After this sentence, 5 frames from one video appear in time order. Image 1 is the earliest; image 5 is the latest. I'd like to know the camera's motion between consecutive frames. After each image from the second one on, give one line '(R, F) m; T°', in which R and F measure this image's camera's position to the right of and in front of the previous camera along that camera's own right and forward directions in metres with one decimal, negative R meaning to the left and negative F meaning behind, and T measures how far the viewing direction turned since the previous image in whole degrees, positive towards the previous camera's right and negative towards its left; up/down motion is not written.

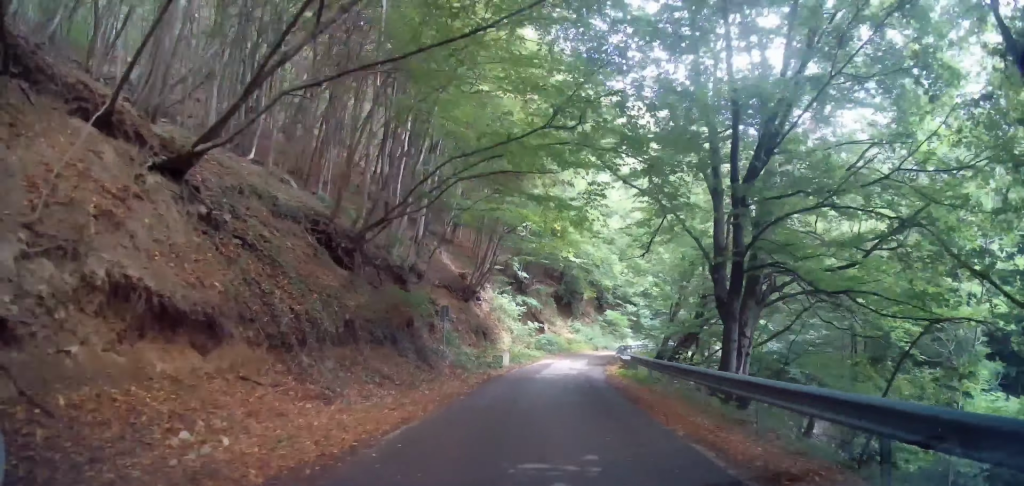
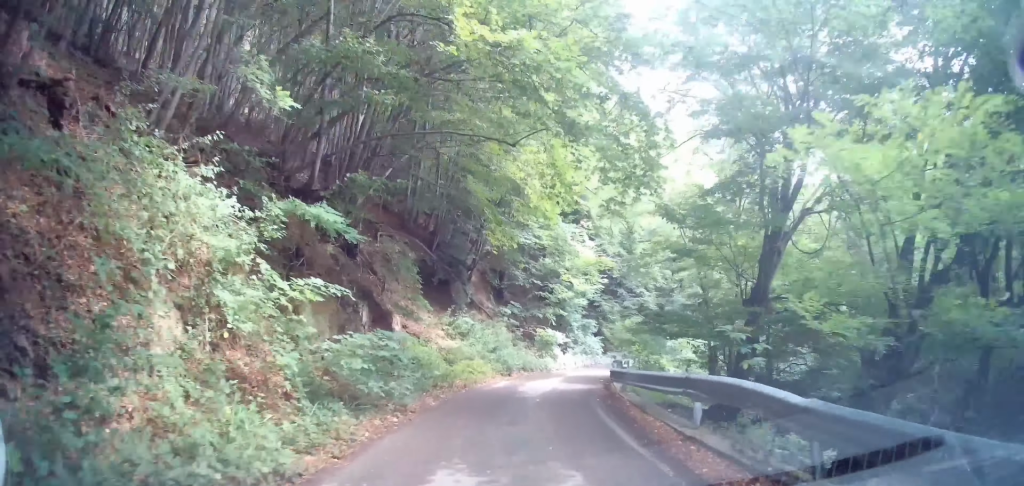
(+2.9, +21.0) m; +13°
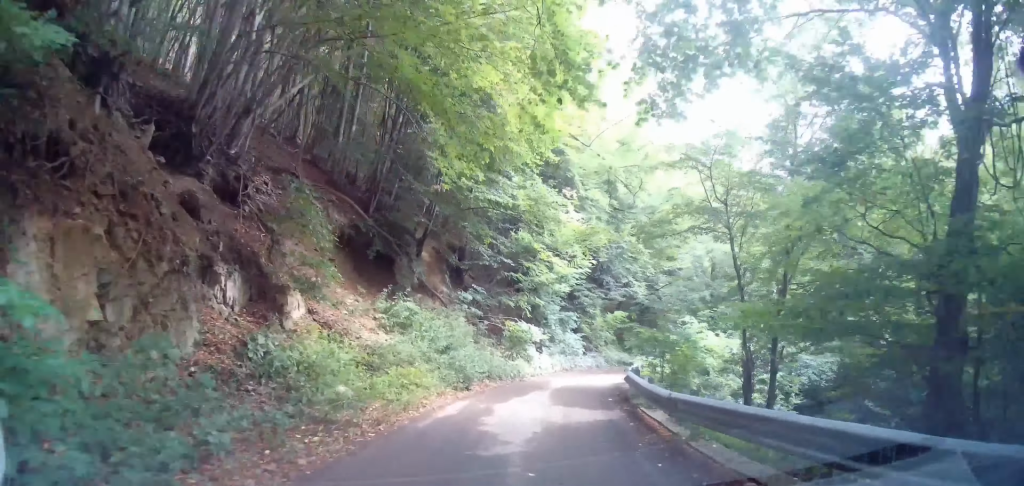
(+0.2, +6.4) m; +1°
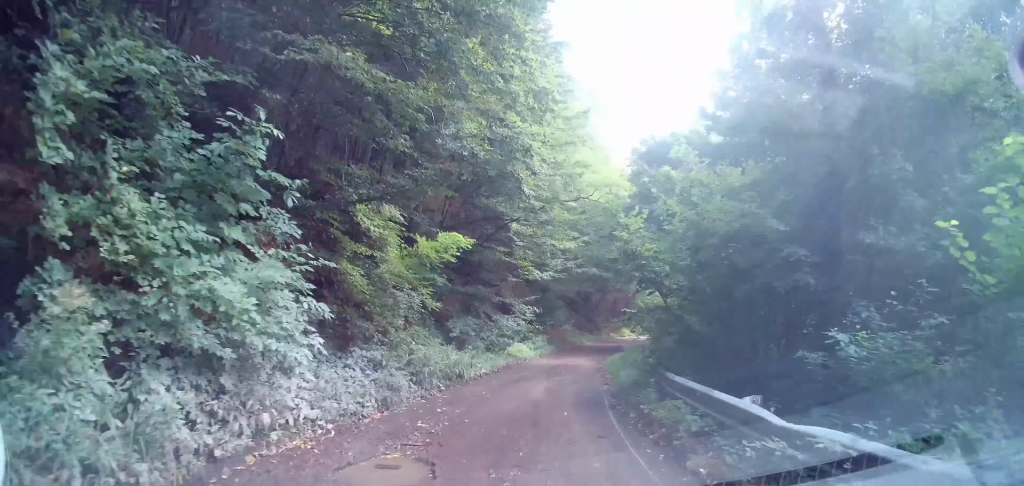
(+1.7, +23.4) m; +10°
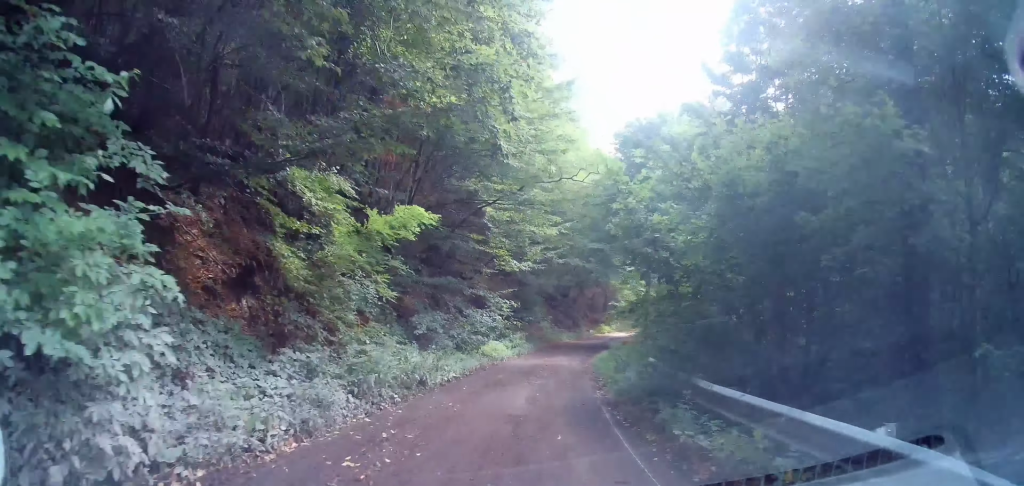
(-0.4, +2.6) m; +2°
